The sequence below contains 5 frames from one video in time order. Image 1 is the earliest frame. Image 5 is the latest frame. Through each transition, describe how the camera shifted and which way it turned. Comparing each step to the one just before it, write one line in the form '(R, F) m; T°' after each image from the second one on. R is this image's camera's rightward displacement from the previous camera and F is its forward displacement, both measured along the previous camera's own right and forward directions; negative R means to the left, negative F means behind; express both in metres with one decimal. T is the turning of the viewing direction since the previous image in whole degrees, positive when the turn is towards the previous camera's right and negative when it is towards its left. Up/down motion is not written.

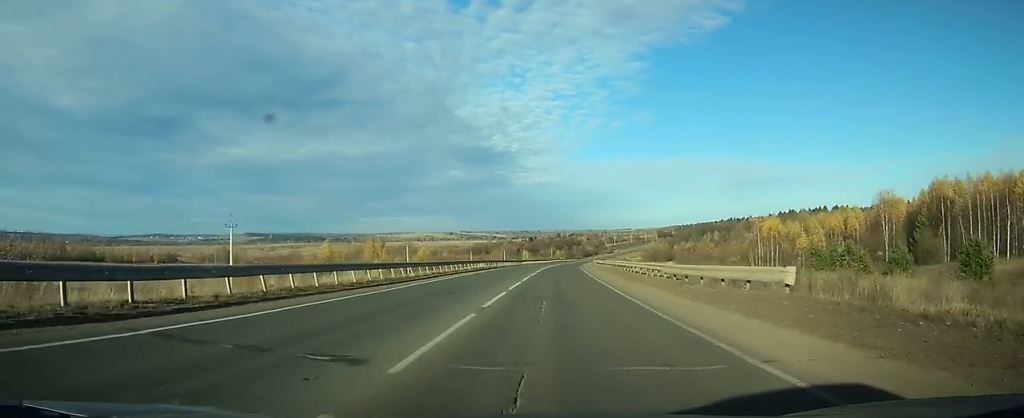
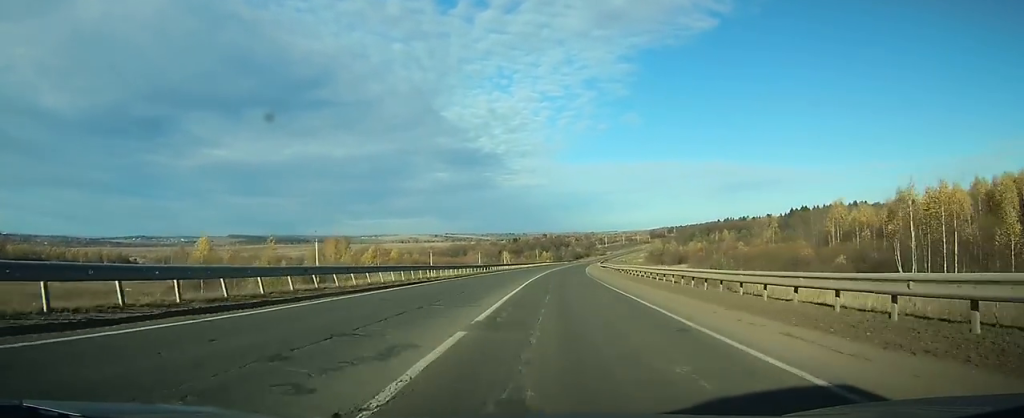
(+0.6, +41.9) m; +2°
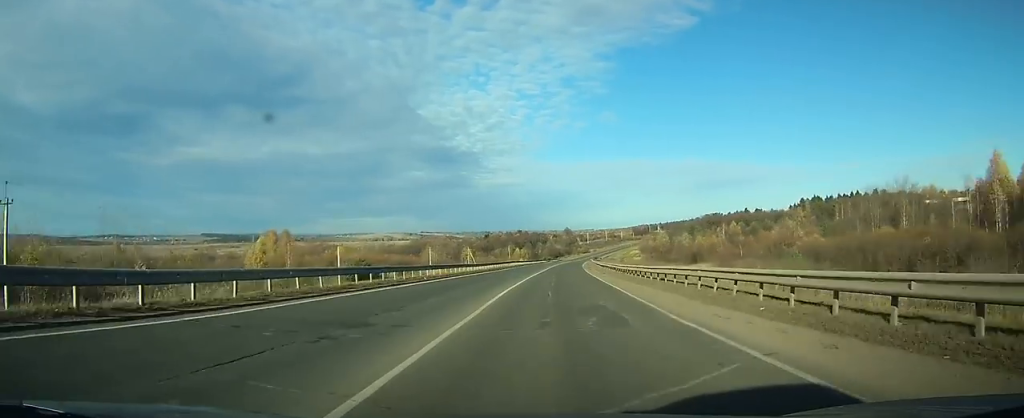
(+0.8, +47.9) m; +2°
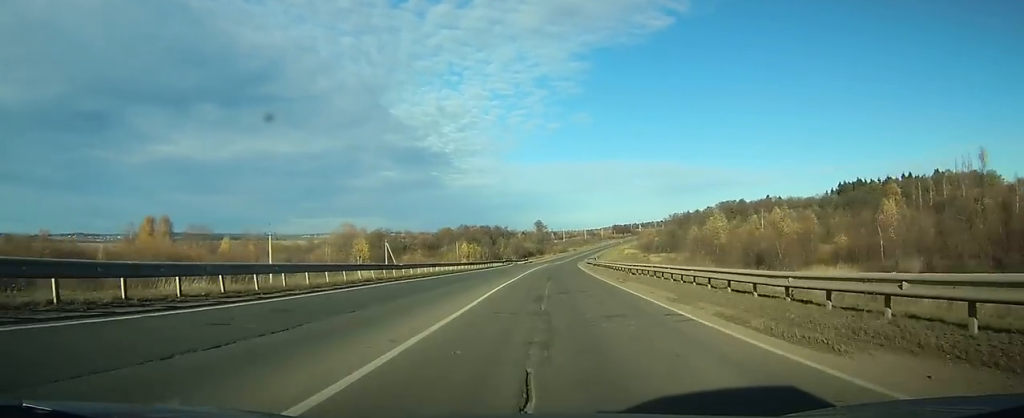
(+2.1, +75.0) m; +3°
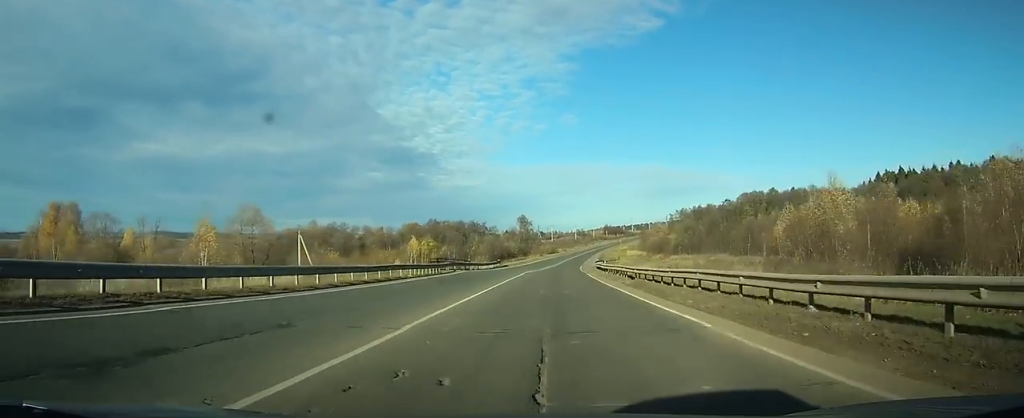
(+0.5, +41.9) m; +1°
